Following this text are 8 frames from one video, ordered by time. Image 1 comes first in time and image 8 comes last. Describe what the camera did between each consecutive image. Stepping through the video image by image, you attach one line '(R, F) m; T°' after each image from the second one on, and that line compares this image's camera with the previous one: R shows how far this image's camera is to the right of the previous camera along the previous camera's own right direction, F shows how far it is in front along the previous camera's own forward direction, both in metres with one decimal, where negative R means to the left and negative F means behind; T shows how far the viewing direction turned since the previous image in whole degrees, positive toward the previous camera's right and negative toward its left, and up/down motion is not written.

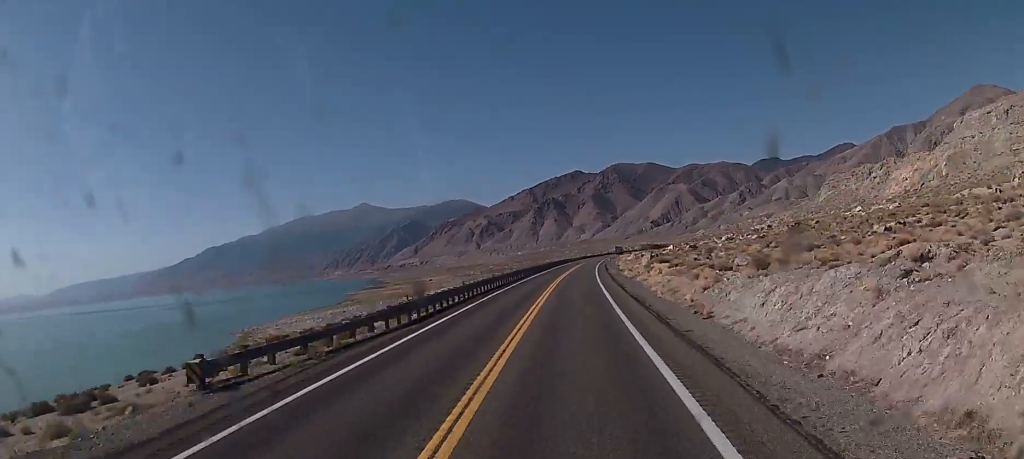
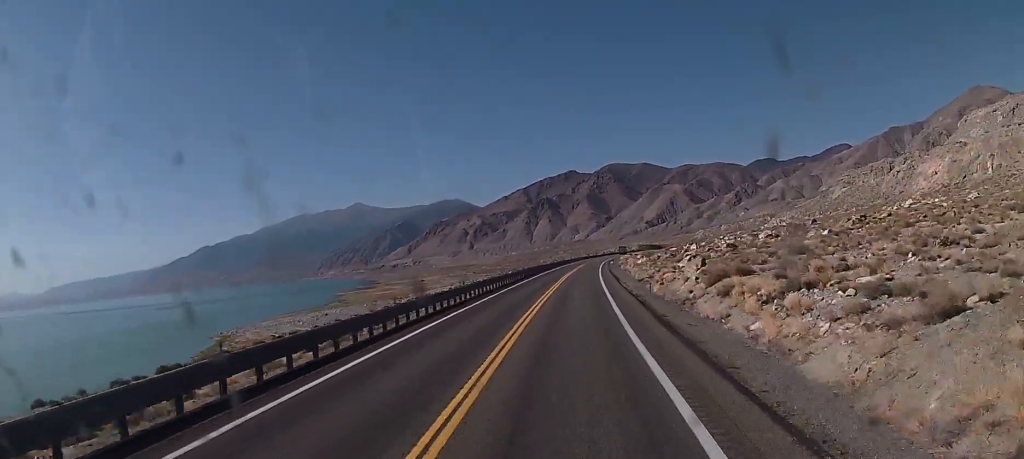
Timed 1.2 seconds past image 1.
(+0.2, +33.0) m; +1°
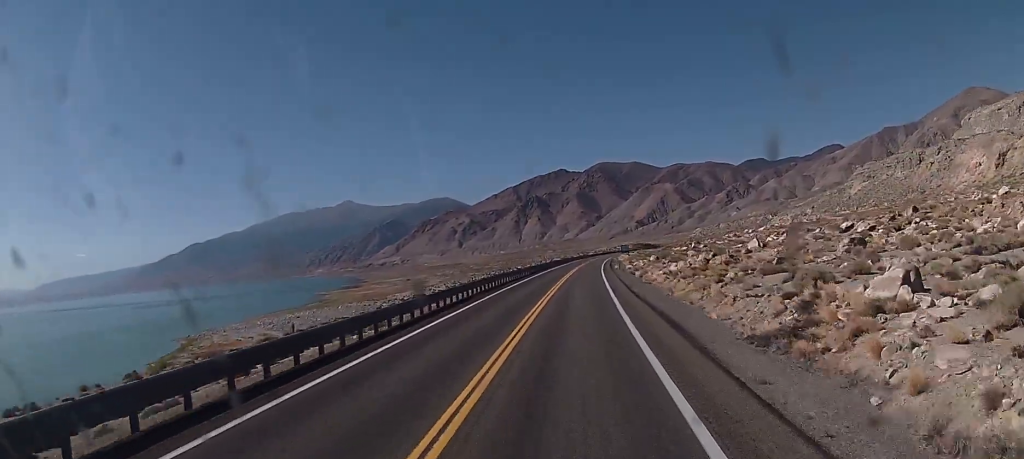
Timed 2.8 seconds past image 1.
(+0.8, +41.9) m; +2°
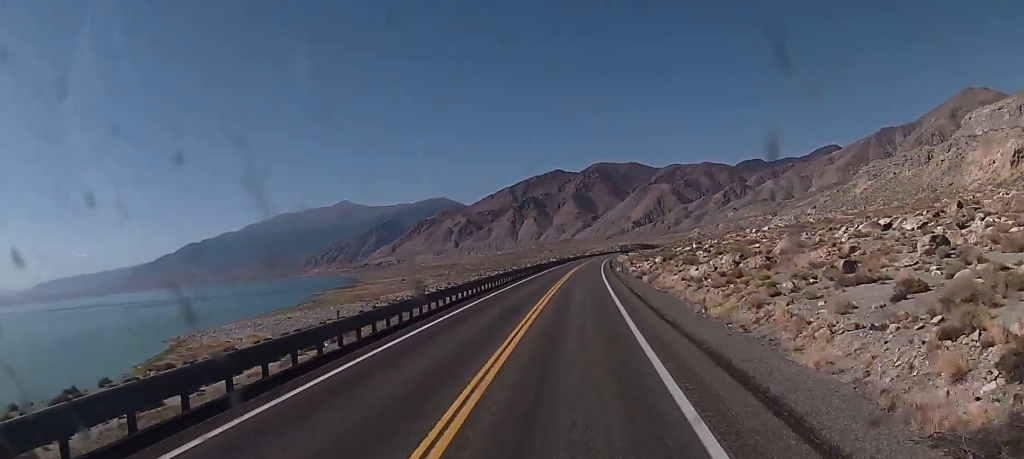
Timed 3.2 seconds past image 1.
(+0.3, +11.6) m; 0°
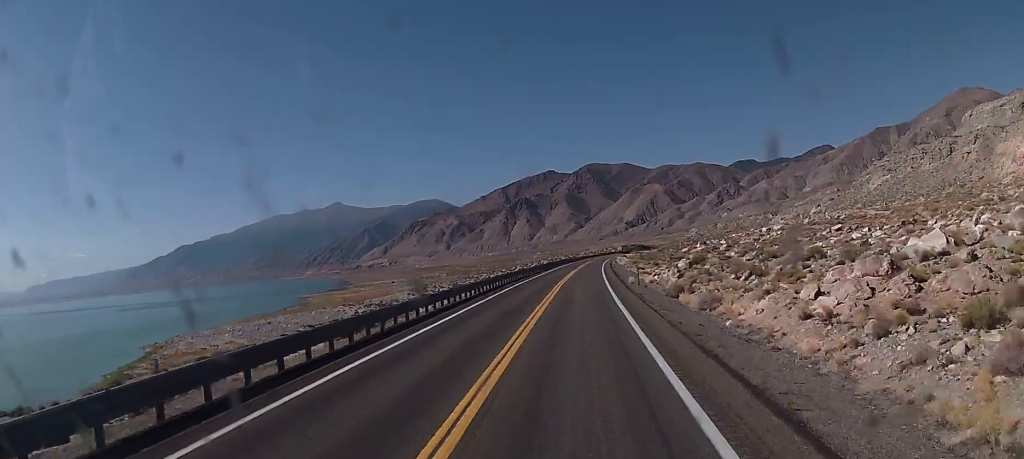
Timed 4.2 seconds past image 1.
(-0.6, +25.9) m; 0°
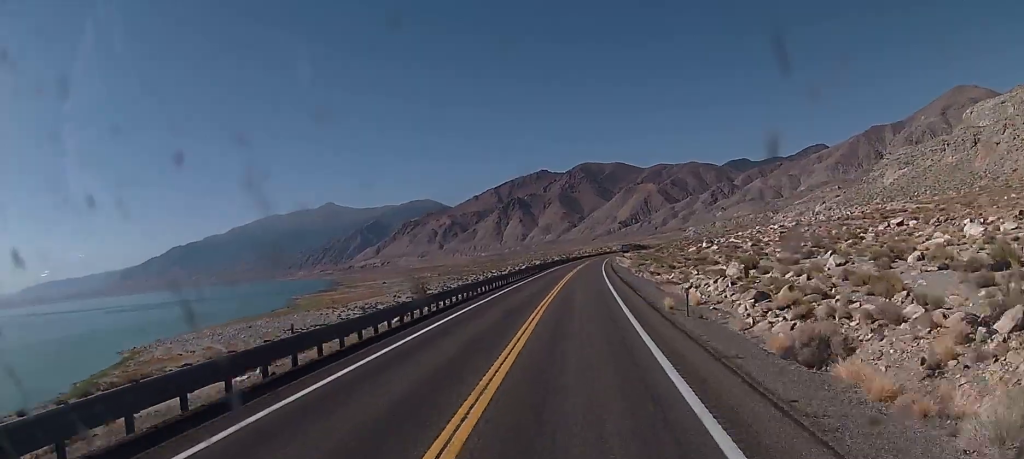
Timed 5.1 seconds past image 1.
(+0.6, +24.1) m; +1°
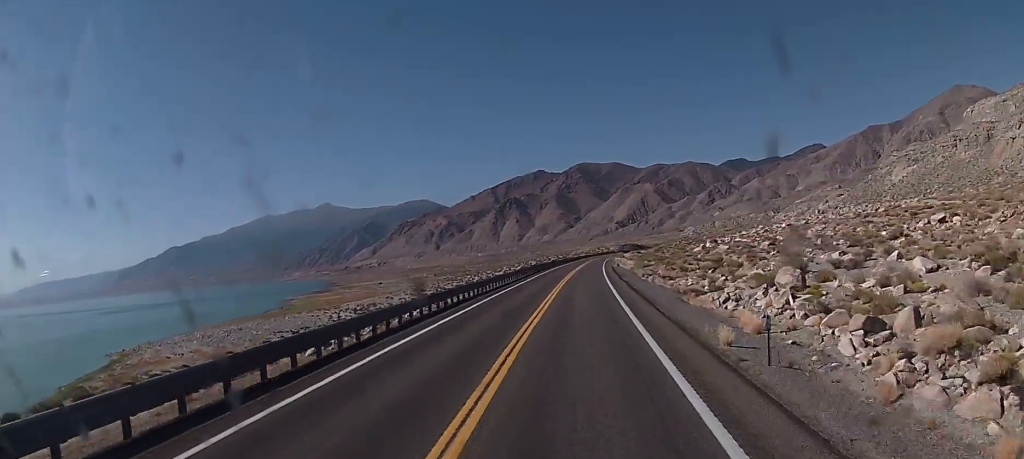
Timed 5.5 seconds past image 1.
(0.0, +11.6) m; 0°
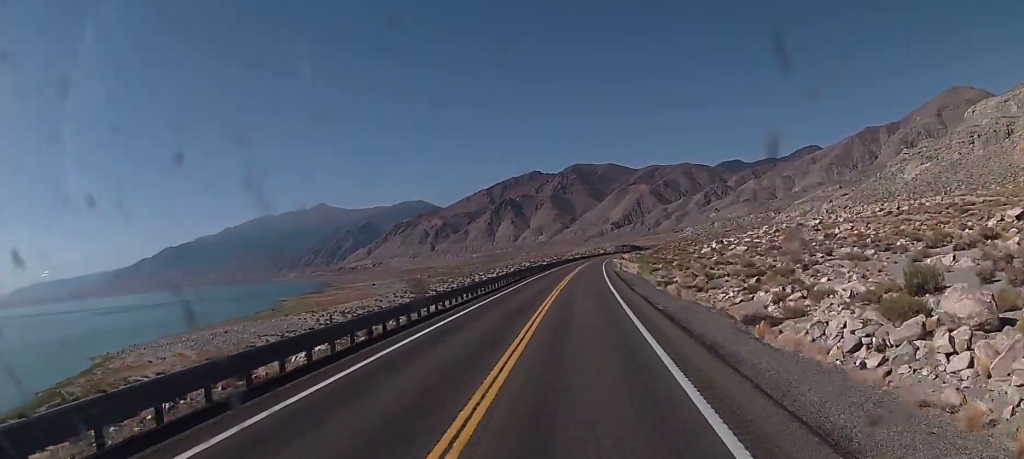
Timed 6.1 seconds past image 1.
(0.0, +16.1) m; 0°
